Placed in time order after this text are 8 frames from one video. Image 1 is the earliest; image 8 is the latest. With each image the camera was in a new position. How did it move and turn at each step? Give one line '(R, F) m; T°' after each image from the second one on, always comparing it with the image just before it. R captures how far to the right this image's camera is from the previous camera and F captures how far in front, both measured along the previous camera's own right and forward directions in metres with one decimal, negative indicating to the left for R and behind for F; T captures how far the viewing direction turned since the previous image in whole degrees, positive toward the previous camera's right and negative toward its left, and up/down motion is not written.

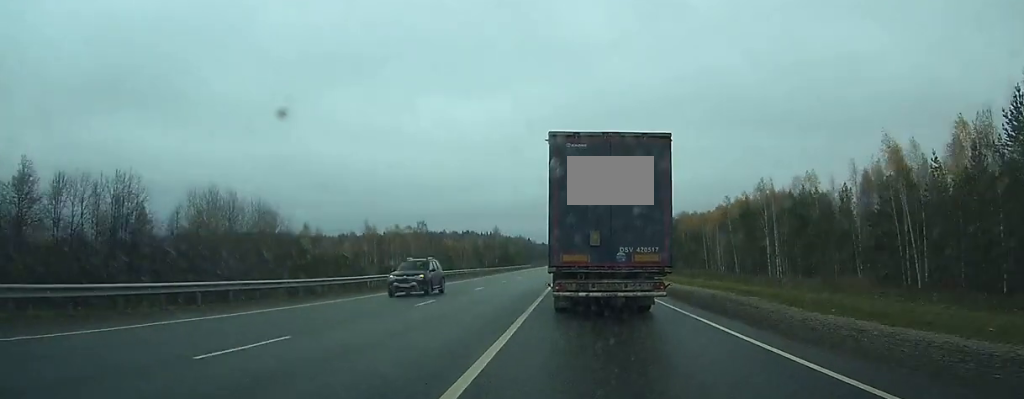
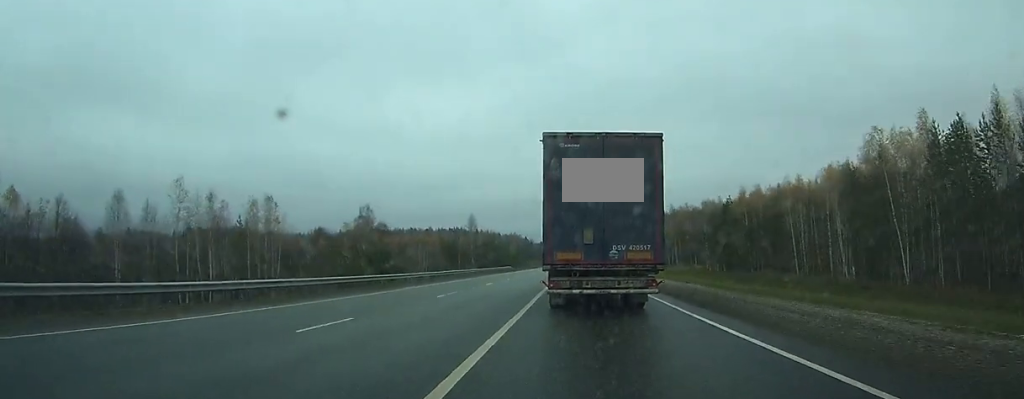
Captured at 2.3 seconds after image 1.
(+0.4, +56.7) m; 0°
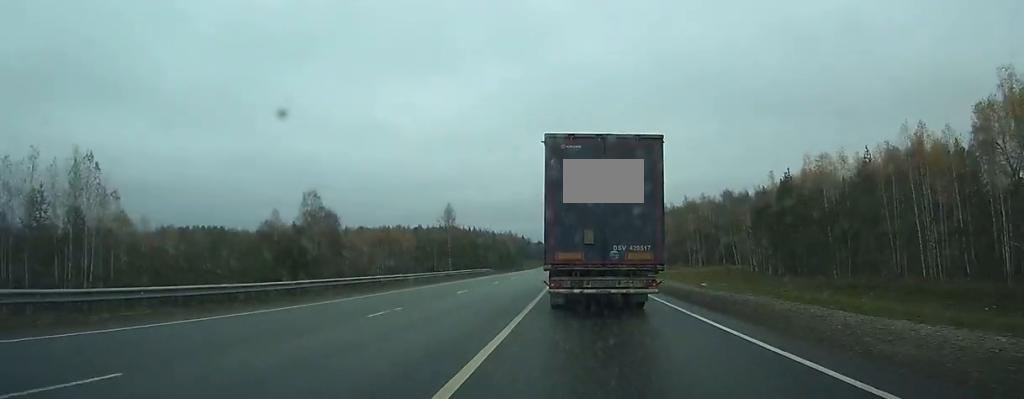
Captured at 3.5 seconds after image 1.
(0.0, +32.0) m; 0°
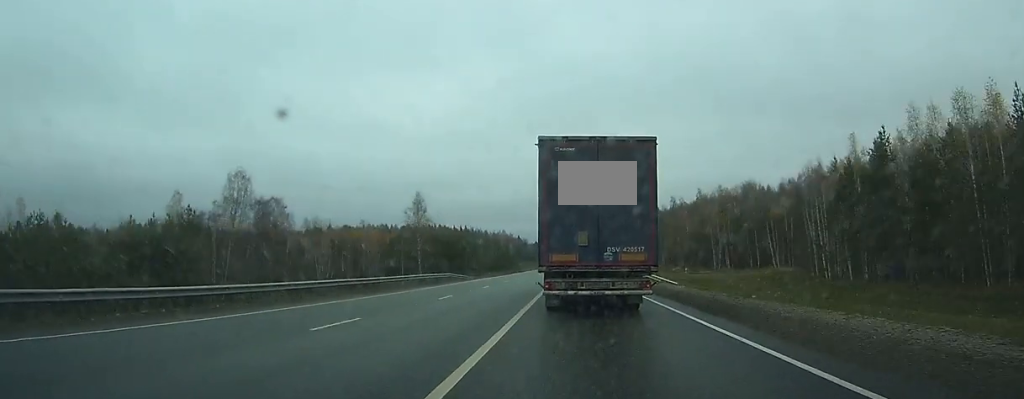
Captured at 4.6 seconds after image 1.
(-0.1, +27.0) m; 0°
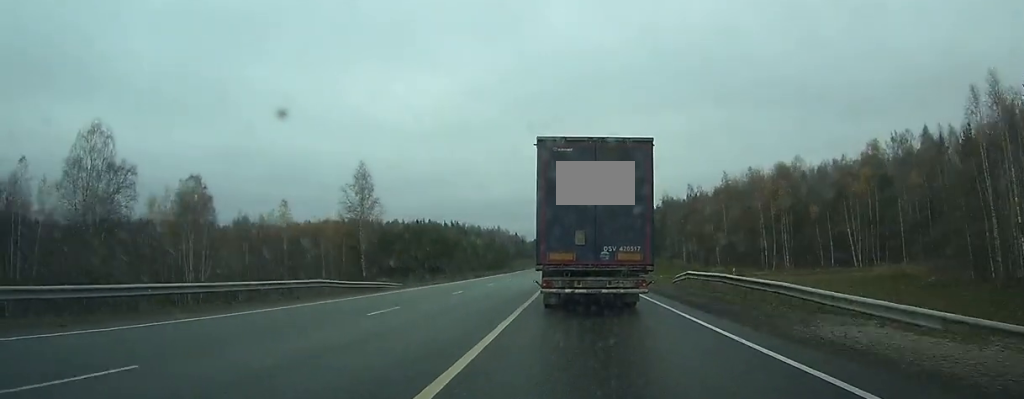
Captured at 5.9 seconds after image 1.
(+0.1, +32.3) m; 0°
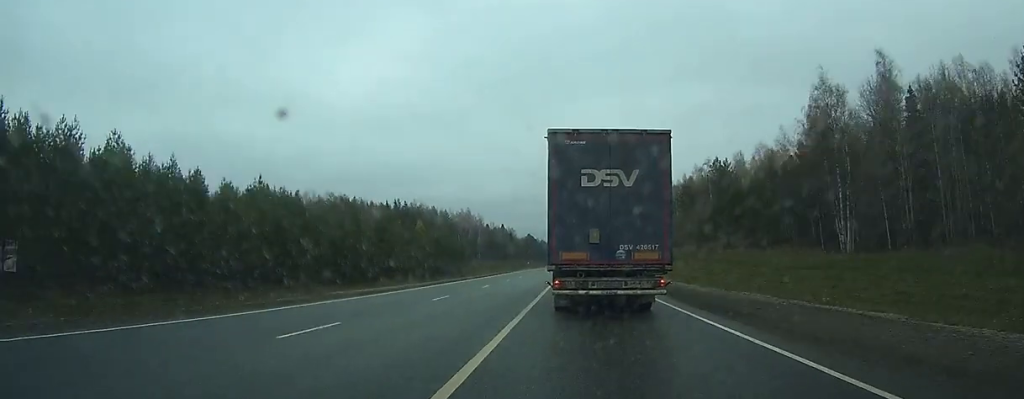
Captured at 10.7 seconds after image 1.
(-0.5, +123.8) m; 0°
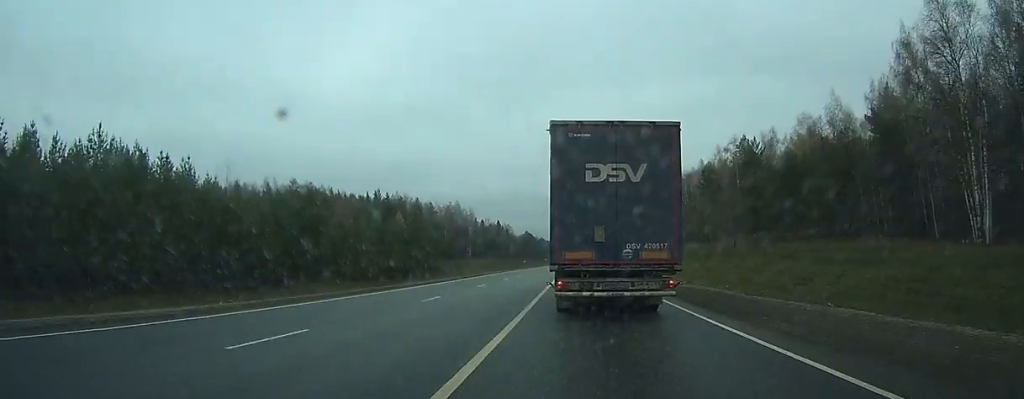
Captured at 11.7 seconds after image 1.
(+0.1, +25.0) m; 0°
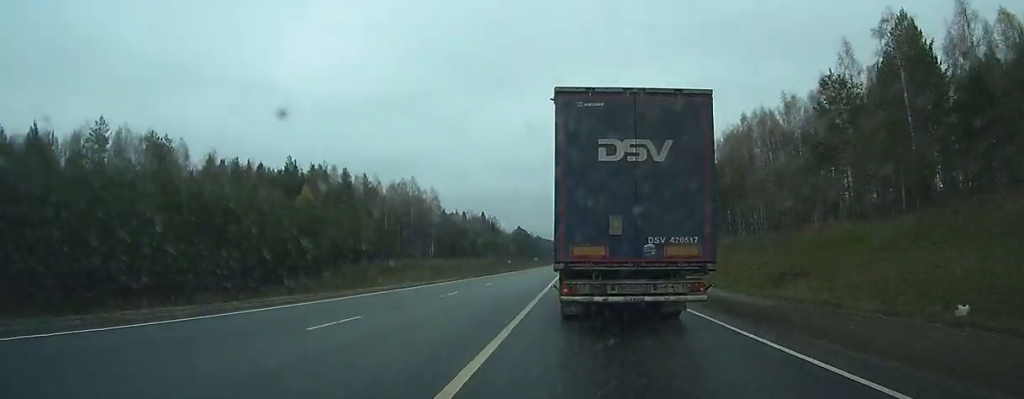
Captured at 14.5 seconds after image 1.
(+0.1, +67.7) m; 0°
